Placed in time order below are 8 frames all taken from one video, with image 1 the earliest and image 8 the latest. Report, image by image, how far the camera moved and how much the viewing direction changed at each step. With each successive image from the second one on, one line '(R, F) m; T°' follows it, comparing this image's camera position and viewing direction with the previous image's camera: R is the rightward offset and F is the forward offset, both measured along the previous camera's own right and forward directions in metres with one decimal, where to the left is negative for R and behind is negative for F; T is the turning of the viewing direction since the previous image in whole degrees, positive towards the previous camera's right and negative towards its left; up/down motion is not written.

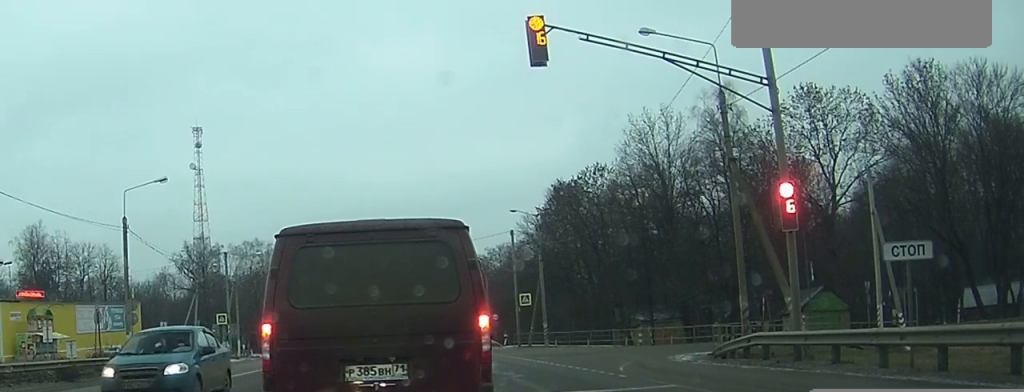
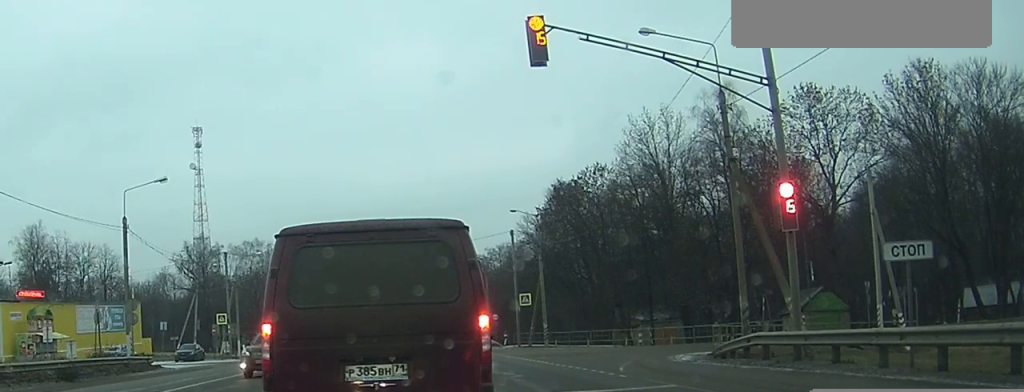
(0.0, 0.0) m; 0°
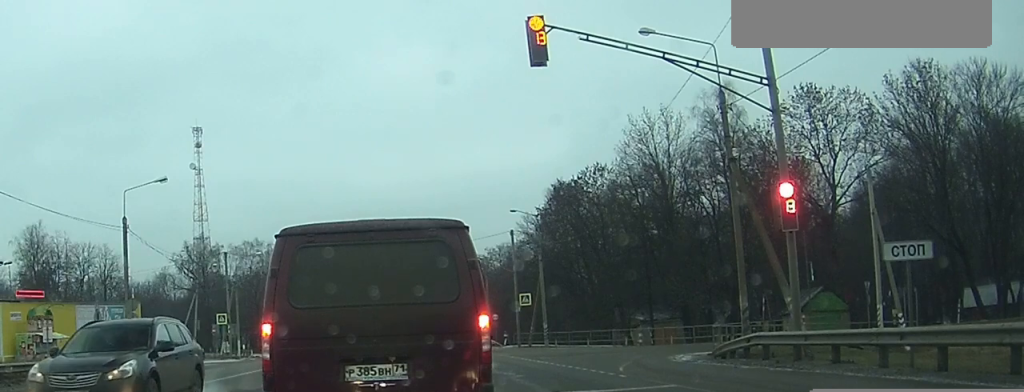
(0.0, 0.0) m; 0°
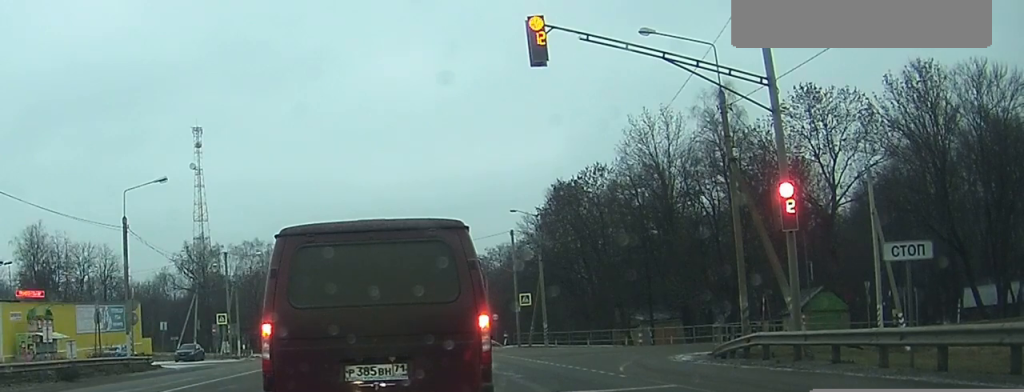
(0.0, 0.0) m; 0°
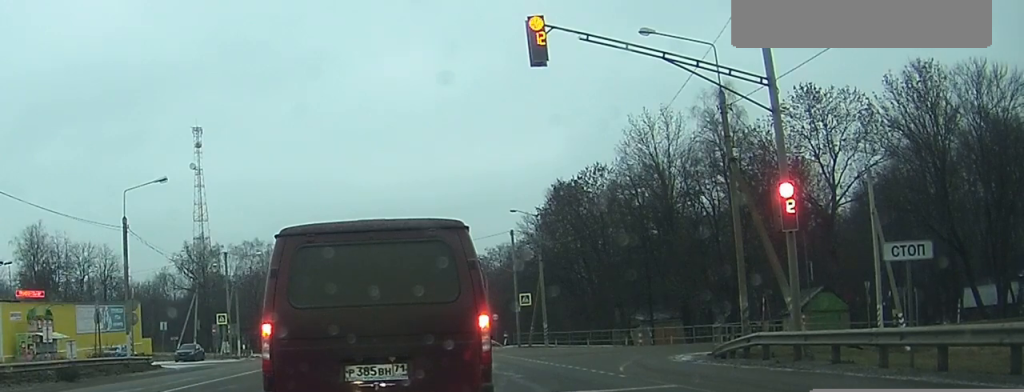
(0.0, 0.0) m; 0°
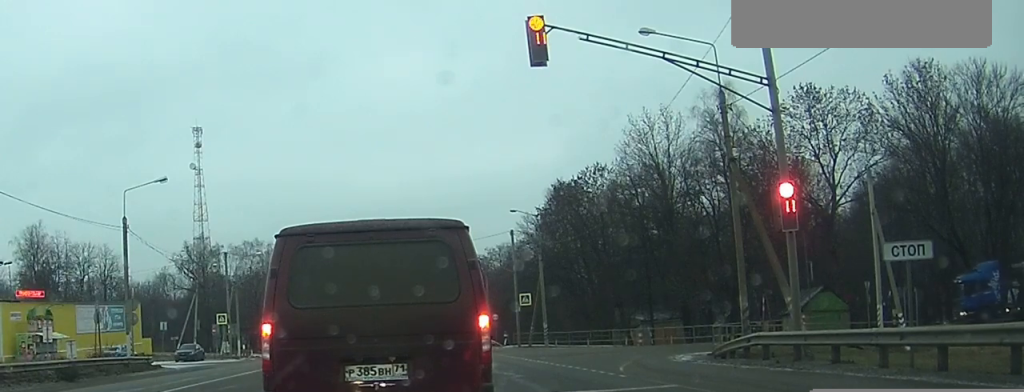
(0.0, 0.0) m; 0°
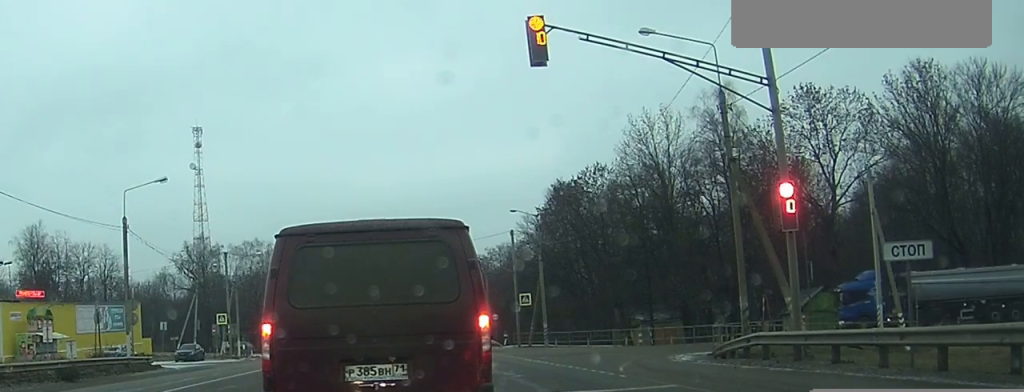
(0.0, 0.0) m; 0°
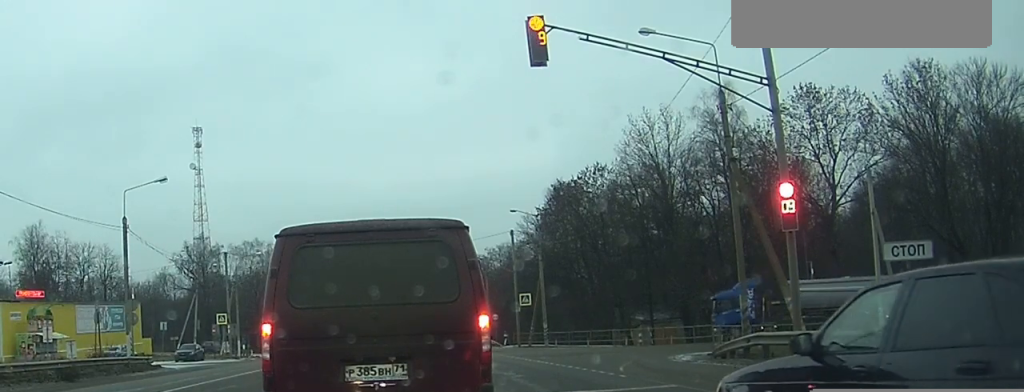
(0.0, 0.0) m; 0°
